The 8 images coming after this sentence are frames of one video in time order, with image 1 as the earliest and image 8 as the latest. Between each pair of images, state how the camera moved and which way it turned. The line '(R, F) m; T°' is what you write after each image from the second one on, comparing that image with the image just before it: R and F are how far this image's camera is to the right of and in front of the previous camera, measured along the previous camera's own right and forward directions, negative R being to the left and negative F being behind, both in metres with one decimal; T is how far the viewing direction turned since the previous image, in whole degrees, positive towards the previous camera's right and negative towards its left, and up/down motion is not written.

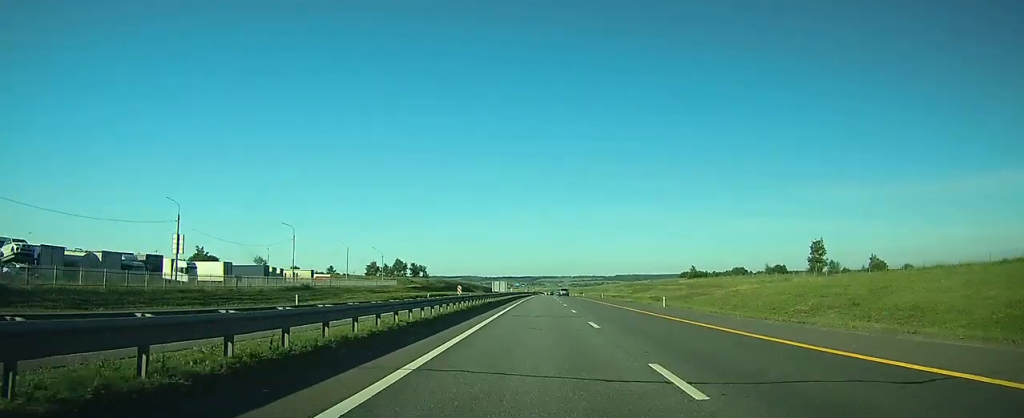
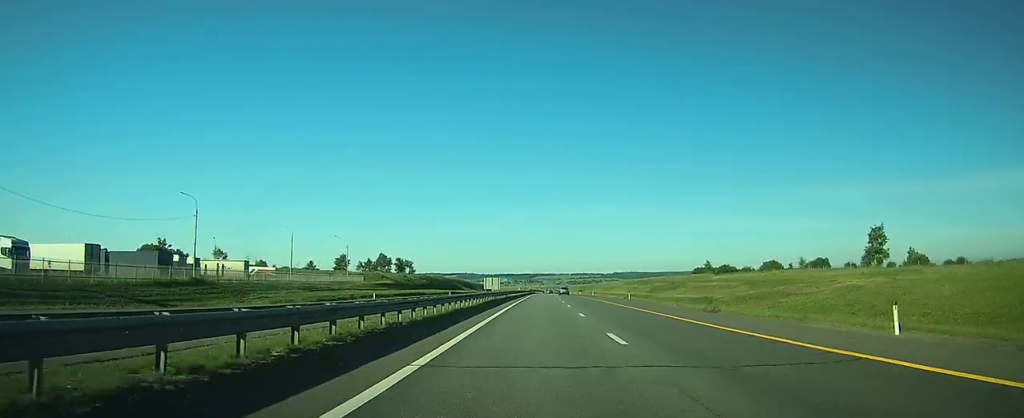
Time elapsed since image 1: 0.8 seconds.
(0.0, +29.4) m; 0°
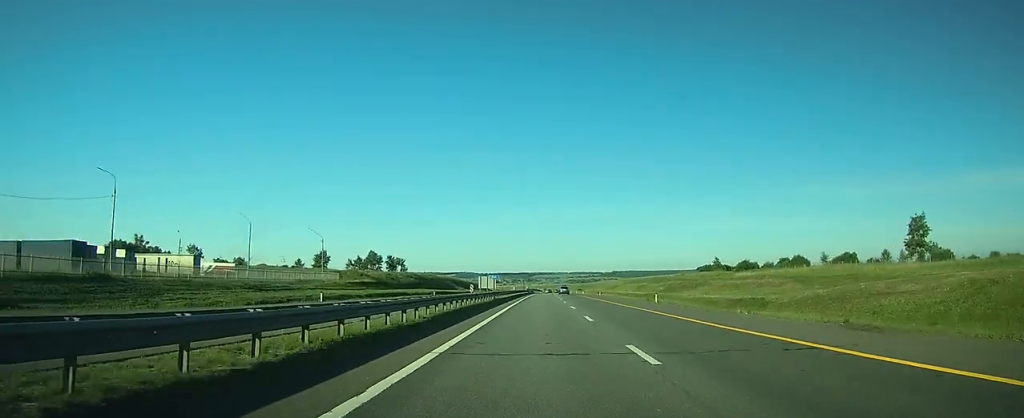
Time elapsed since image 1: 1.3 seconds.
(0.0, +15.3) m; 0°
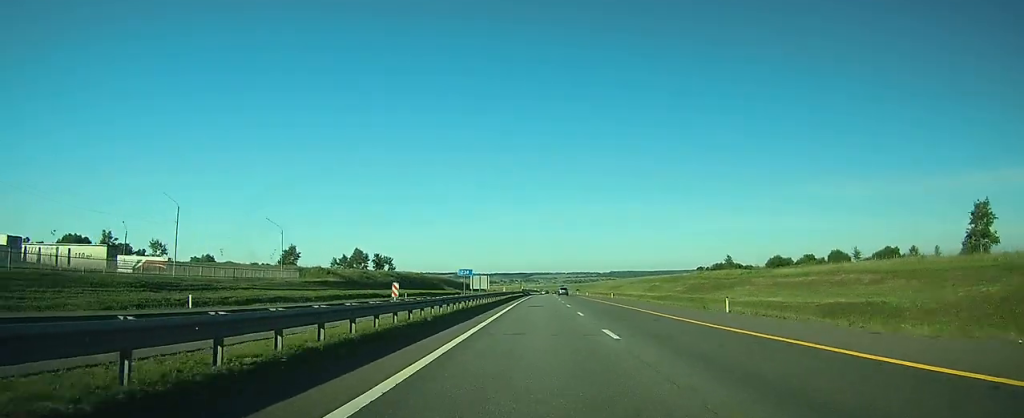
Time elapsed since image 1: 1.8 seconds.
(+0.1, +19.0) m; 0°
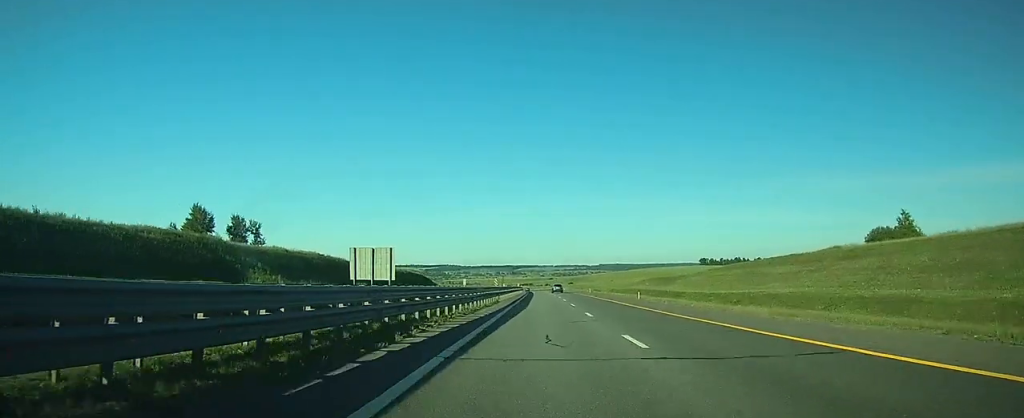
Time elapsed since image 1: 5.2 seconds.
(+1.3, +121.6) m; +1°
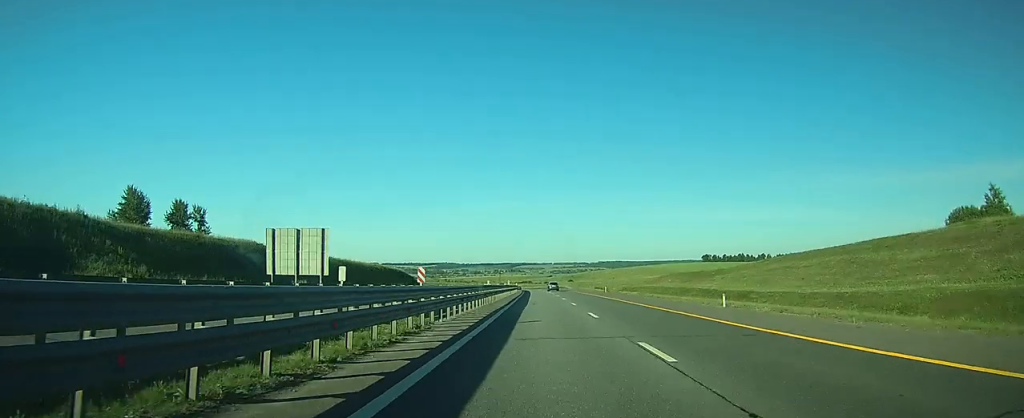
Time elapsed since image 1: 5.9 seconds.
(+0.1, +26.3) m; 0°
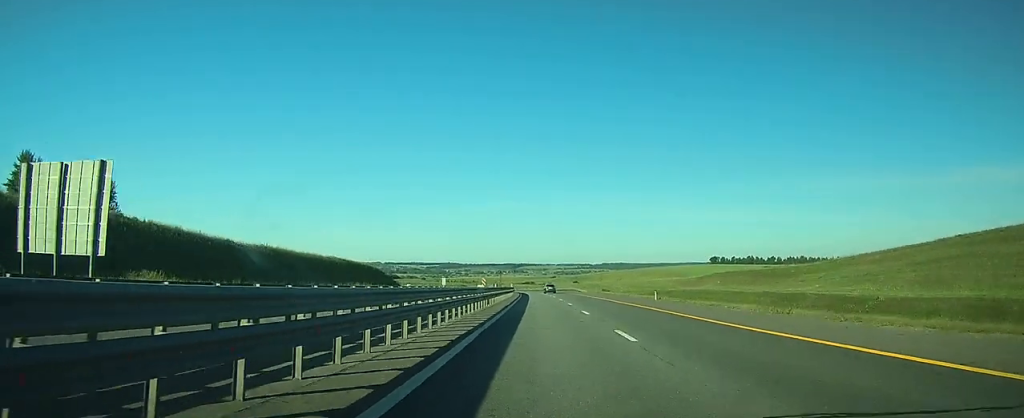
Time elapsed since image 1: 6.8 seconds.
(0.0, +32.2) m; 0°
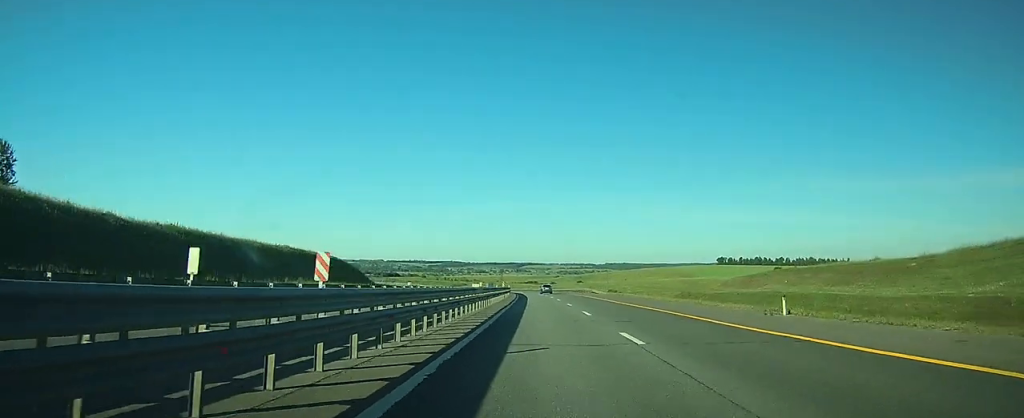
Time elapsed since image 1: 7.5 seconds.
(0.0, +25.0) m; 0°
